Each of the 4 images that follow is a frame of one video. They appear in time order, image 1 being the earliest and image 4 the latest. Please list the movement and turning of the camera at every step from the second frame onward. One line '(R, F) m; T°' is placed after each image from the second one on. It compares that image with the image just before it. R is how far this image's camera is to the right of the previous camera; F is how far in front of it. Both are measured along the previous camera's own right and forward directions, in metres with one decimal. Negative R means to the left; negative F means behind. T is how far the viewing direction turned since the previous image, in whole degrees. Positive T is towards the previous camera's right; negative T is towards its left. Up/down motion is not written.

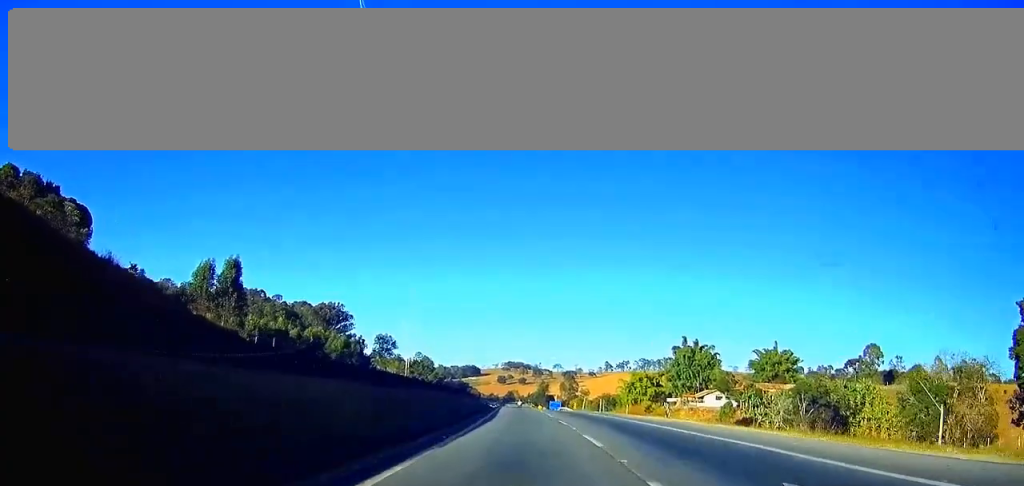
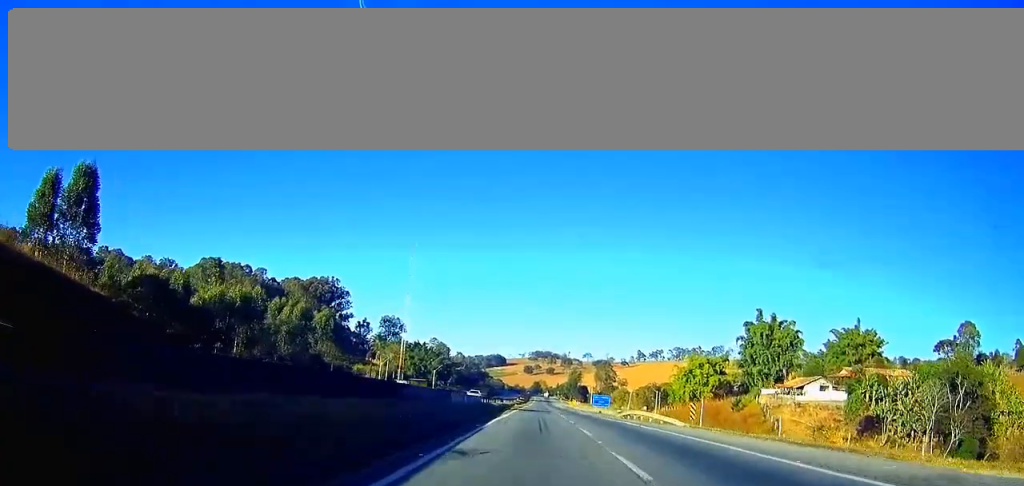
(-1.2, +63.5) m; -2°
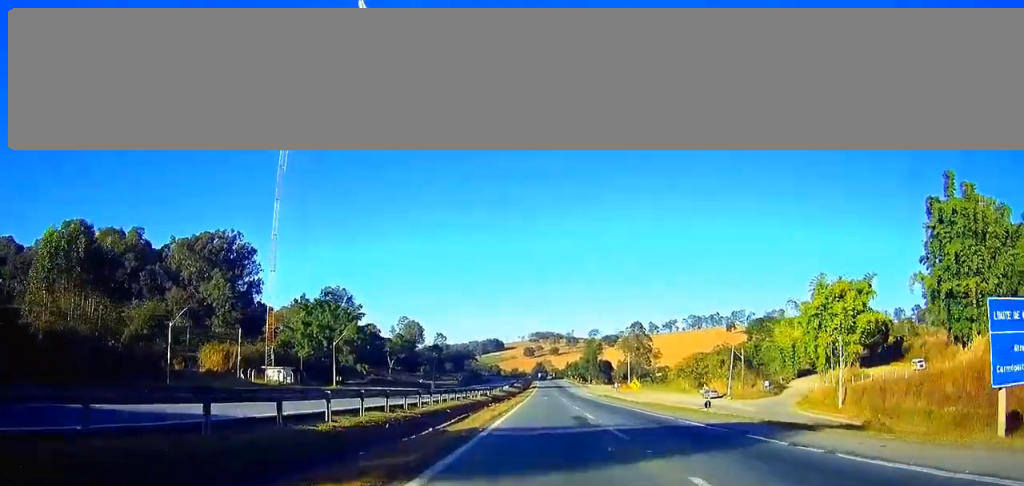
(-0.7, +111.9) m; 0°
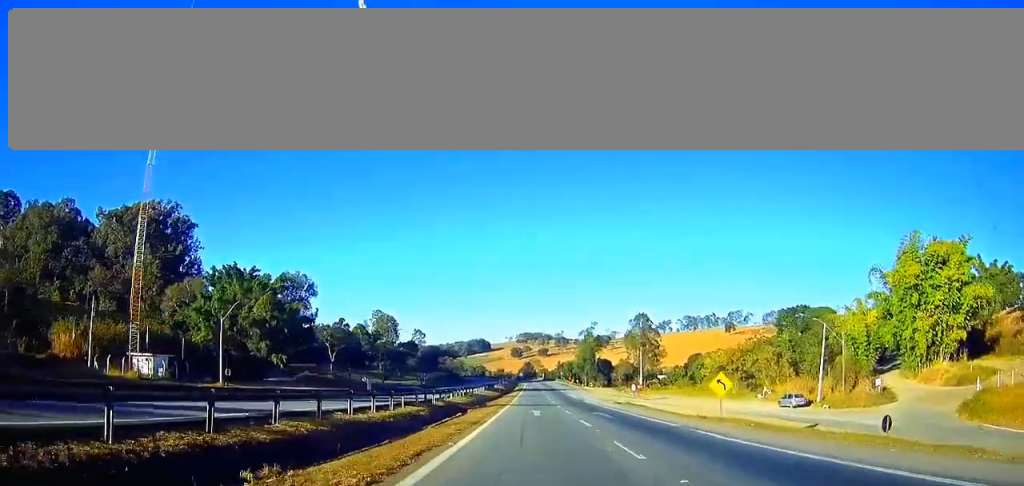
(+0.4, +38.9) m; +1°
